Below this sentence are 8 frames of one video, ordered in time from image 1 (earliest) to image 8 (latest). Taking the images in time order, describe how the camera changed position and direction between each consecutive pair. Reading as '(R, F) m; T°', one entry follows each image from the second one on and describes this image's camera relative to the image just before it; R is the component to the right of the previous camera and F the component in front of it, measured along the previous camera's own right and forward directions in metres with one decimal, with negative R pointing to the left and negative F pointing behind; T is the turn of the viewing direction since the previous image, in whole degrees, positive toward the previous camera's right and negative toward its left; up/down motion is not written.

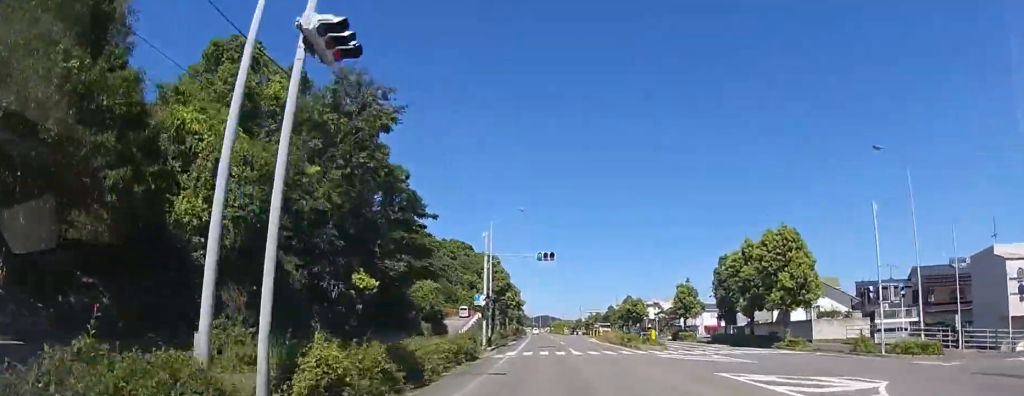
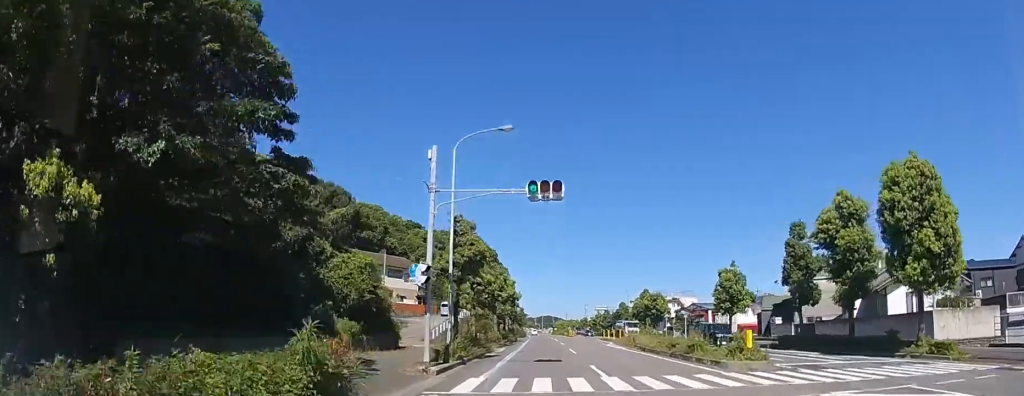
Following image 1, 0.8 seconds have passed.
(-0.1, +14.4) m; 0°
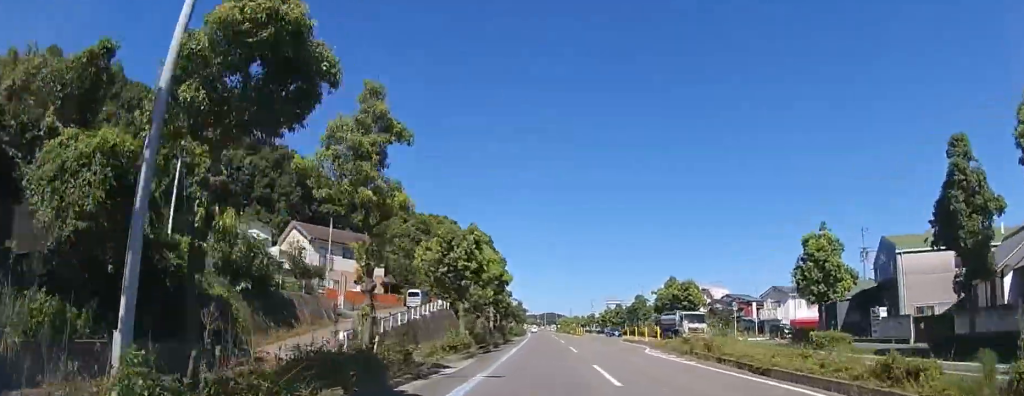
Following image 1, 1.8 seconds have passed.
(0.0, +16.1) m; 0°
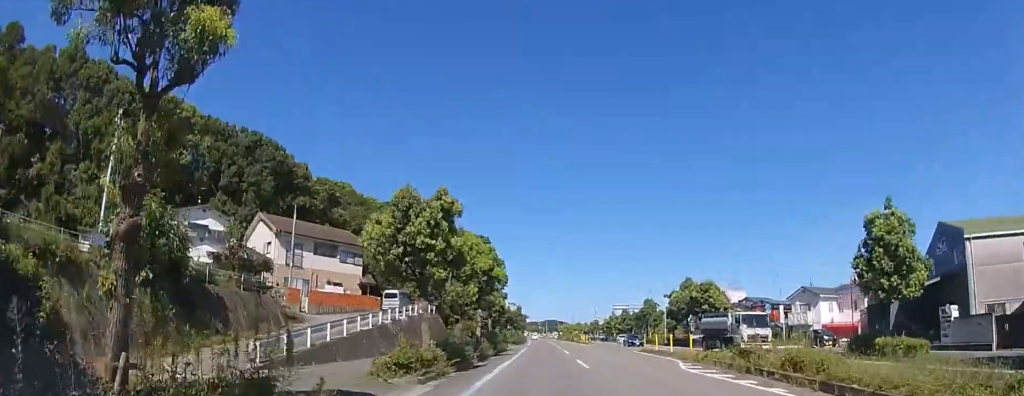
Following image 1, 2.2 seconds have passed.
(0.0, +6.9) m; 0°
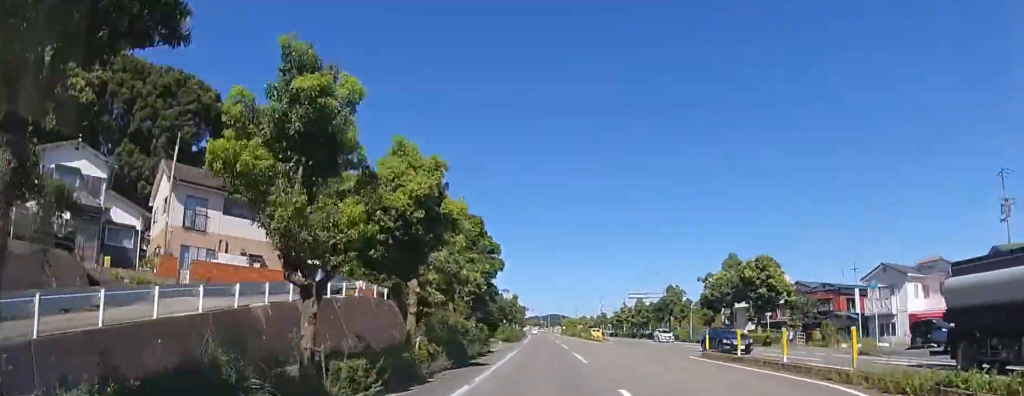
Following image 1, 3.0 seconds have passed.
(0.0, +14.5) m; 0°
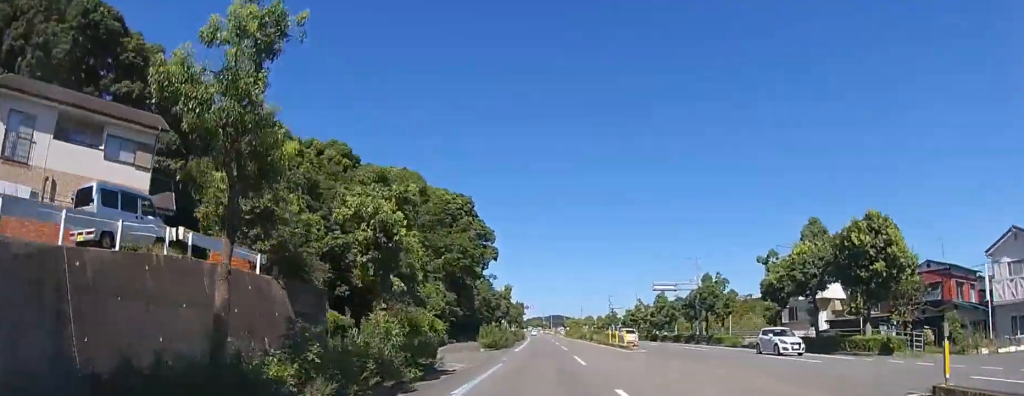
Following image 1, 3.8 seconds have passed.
(0.0, +14.5) m; -1°
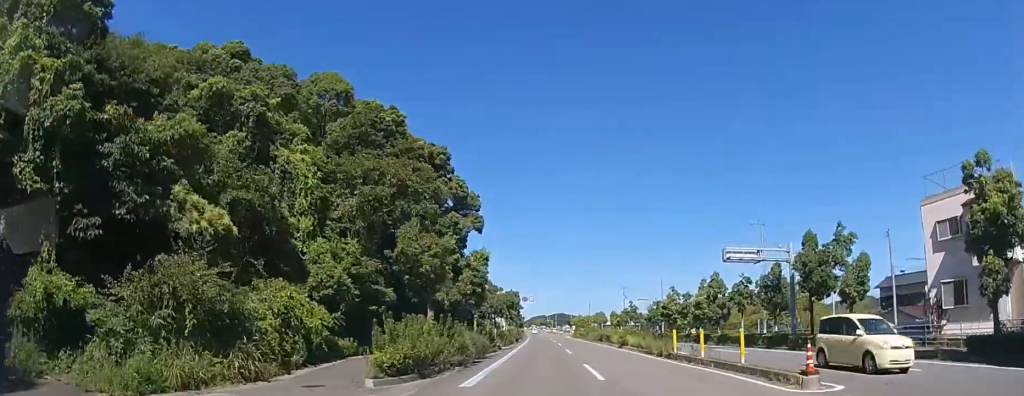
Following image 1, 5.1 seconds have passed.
(-0.2, +21.9) m; -1°
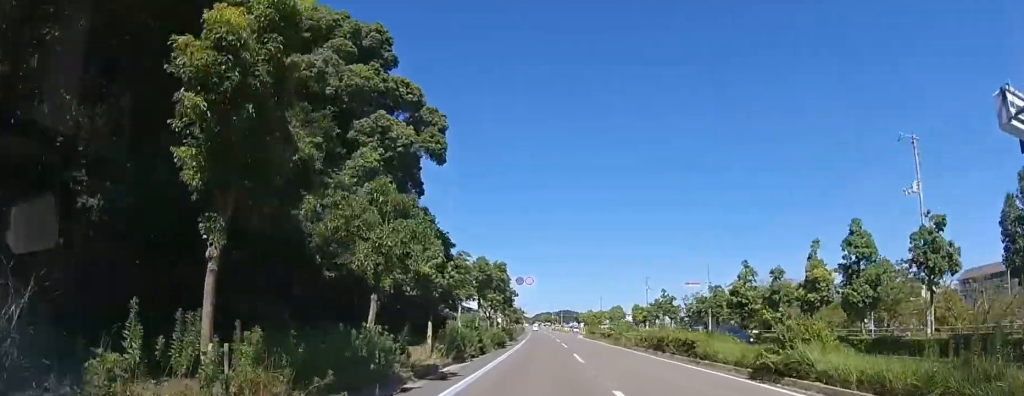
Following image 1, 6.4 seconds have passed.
(-0.1, +24.5) m; -1°
